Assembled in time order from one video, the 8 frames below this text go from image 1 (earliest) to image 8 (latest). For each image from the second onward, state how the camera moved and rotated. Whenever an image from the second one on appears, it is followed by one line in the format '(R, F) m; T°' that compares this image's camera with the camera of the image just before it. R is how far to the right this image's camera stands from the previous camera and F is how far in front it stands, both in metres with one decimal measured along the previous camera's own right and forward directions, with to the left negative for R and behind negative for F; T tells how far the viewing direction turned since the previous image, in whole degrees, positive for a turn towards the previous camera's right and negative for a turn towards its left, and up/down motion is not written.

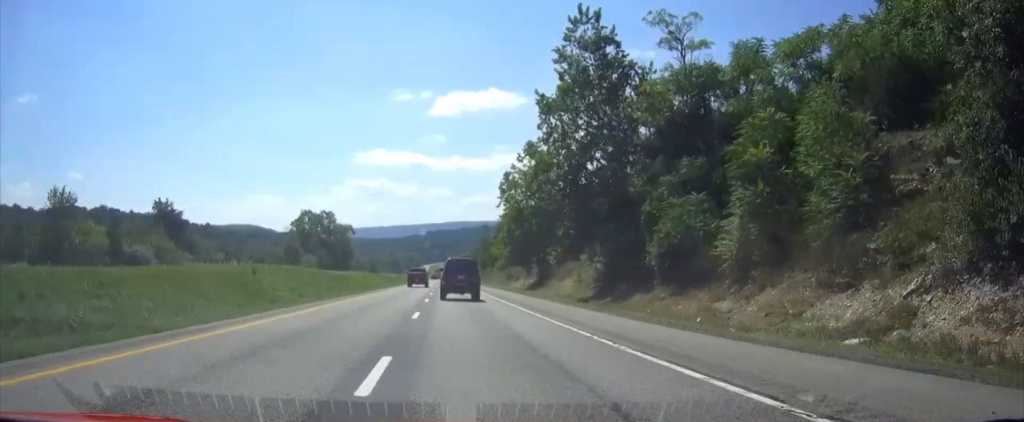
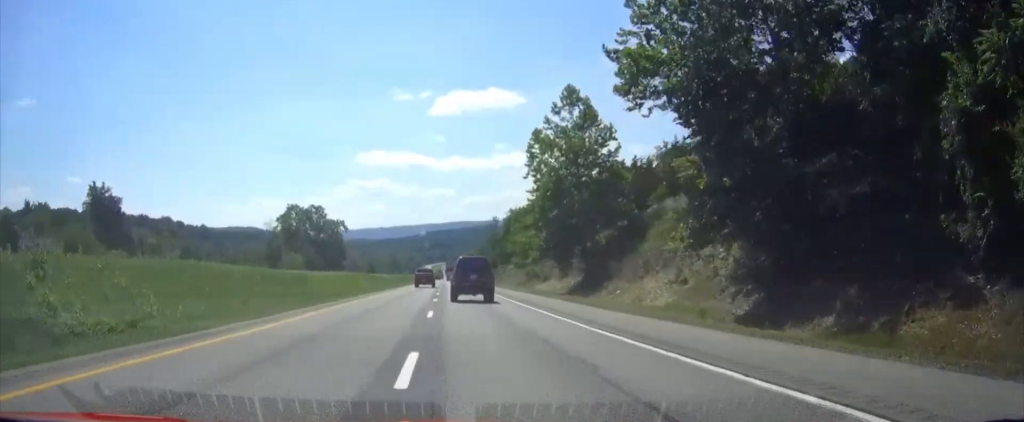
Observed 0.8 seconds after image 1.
(0.0, +23.7) m; 0°
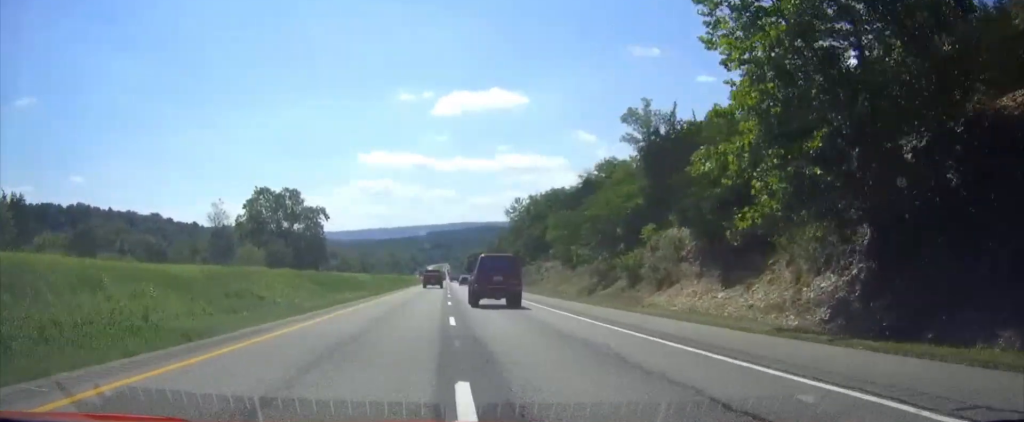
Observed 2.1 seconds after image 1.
(-0.2, +39.1) m; 0°
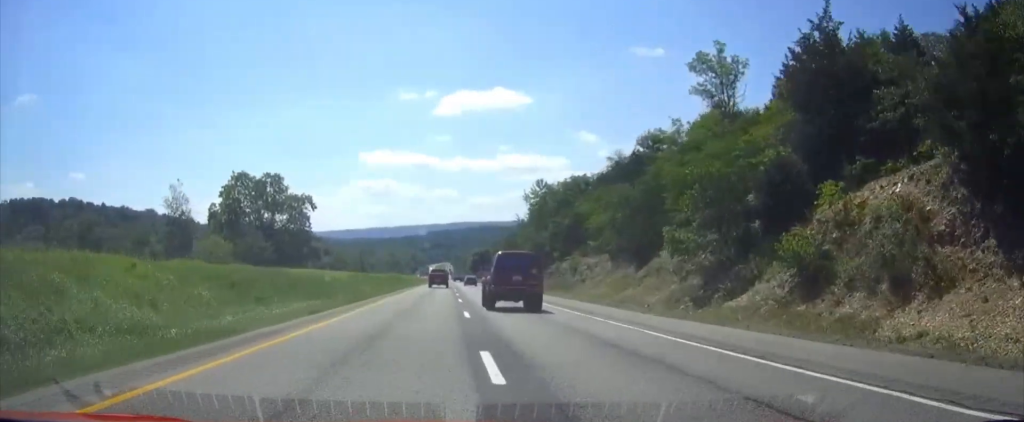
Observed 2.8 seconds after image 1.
(-0.1, +21.2) m; 0°
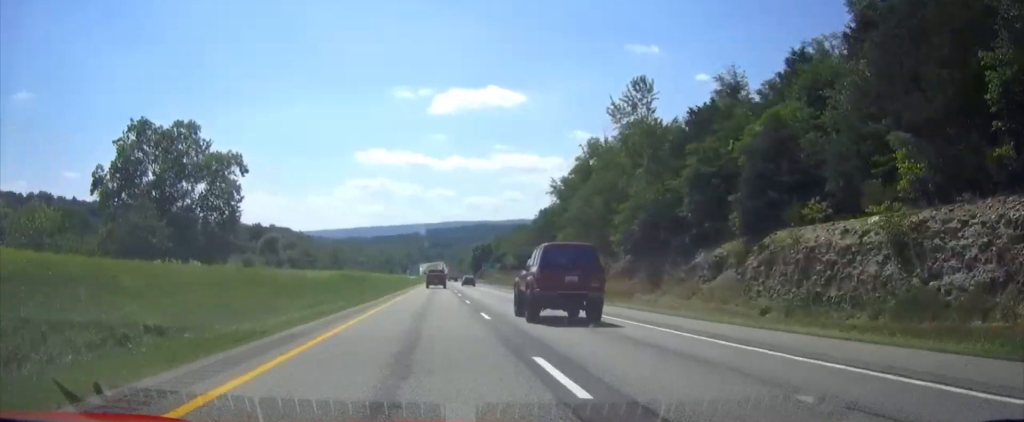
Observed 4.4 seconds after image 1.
(+0.5, +49.0) m; +1°
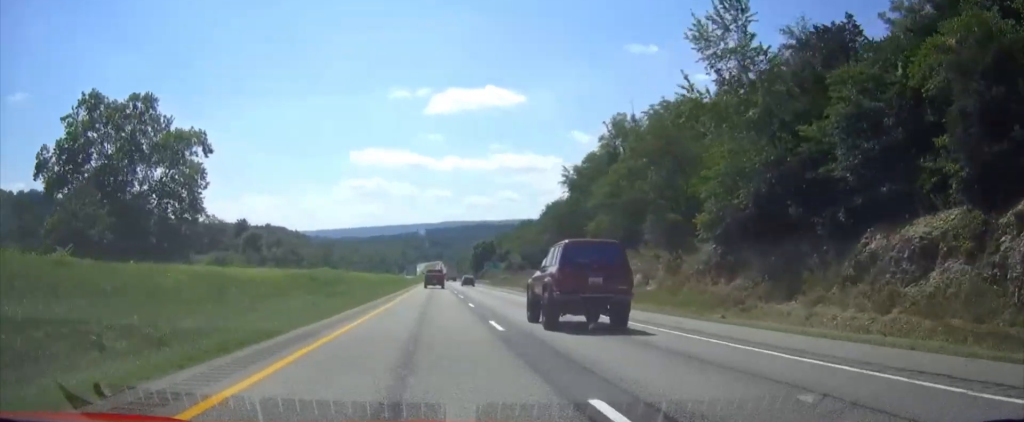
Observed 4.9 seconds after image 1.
(0.0, +15.4) m; 0°
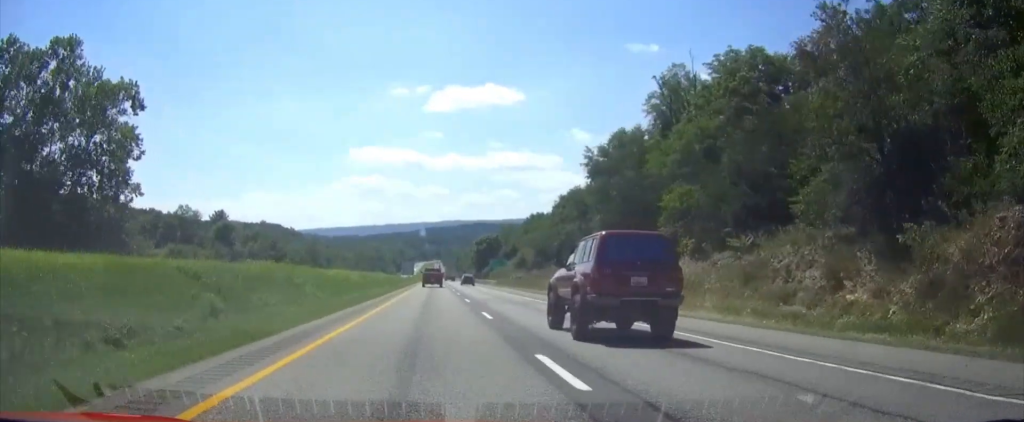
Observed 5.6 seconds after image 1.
(0.0, +20.6) m; 0°
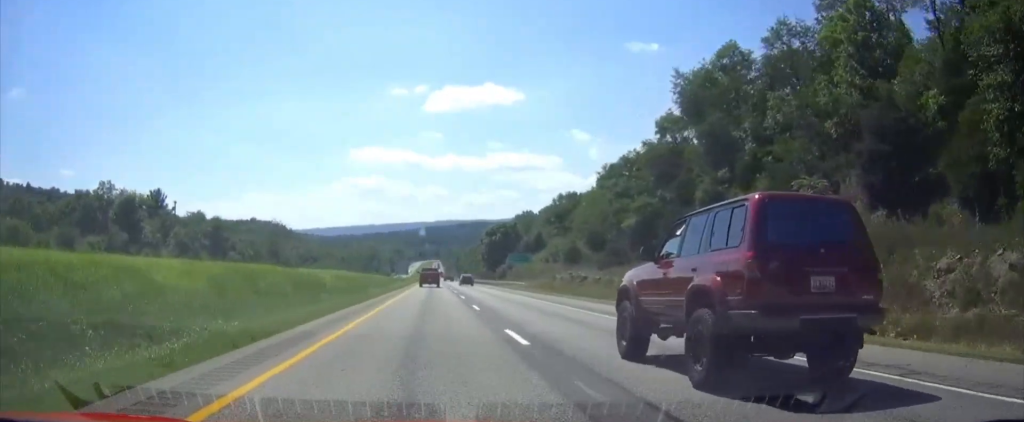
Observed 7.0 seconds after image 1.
(0.0, +43.5) m; 0°
